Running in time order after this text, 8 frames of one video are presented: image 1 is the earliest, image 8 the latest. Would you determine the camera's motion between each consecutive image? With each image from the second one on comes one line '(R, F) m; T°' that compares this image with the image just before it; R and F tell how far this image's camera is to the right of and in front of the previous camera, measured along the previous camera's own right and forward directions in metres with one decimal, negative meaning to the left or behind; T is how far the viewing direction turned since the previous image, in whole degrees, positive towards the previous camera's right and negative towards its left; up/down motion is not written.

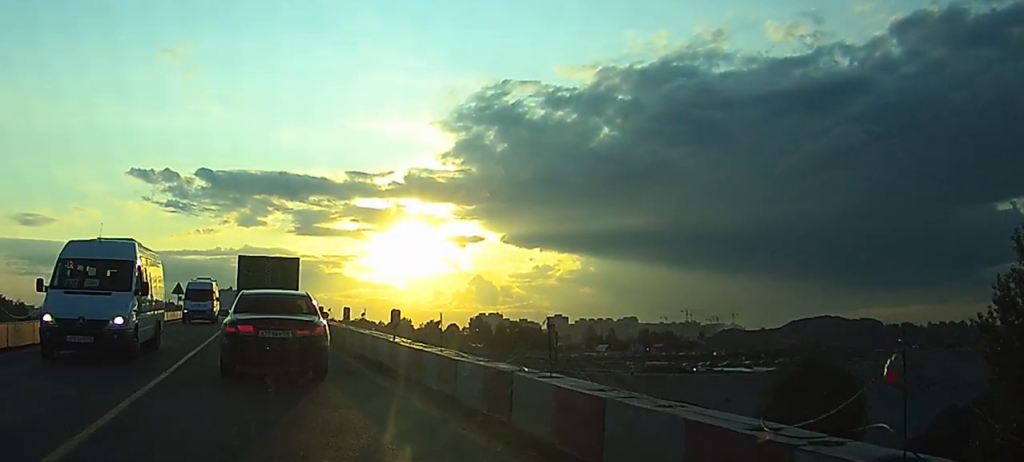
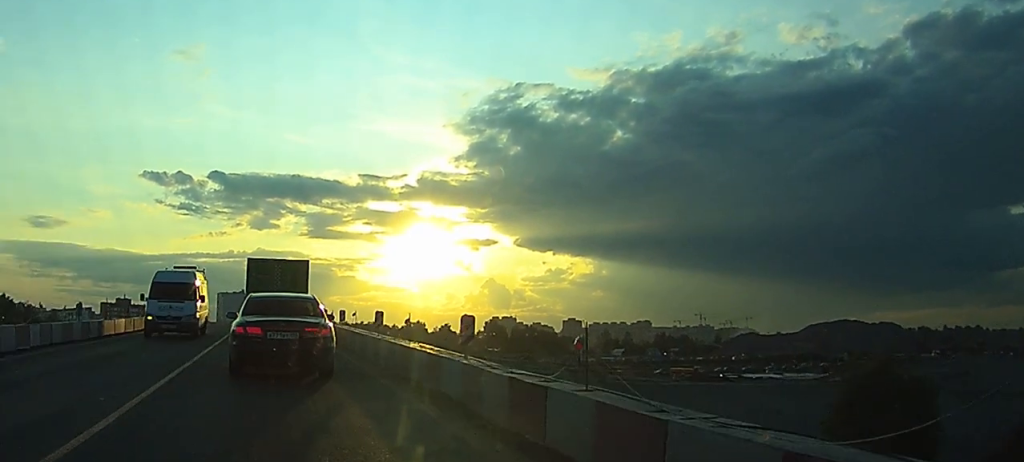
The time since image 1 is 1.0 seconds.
(-0.2, +7.1) m; -1°
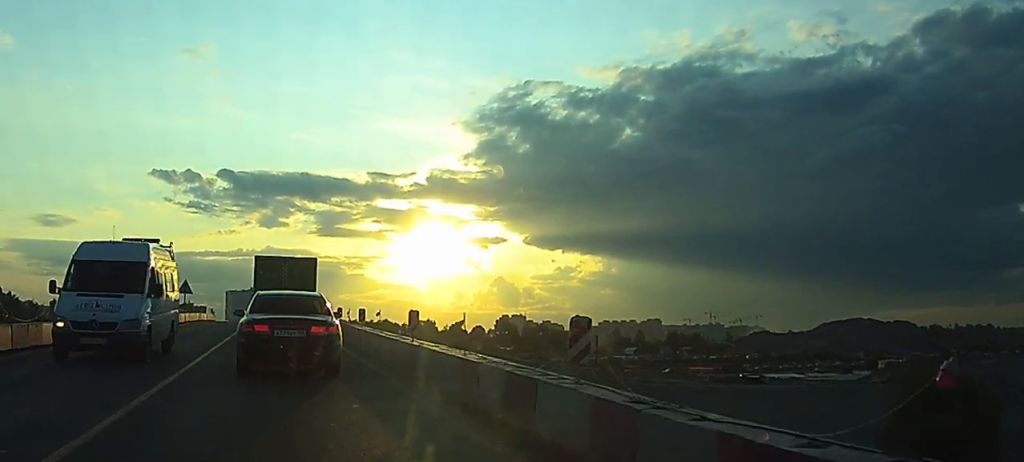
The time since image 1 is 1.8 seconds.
(0.0, +5.0) m; +2°
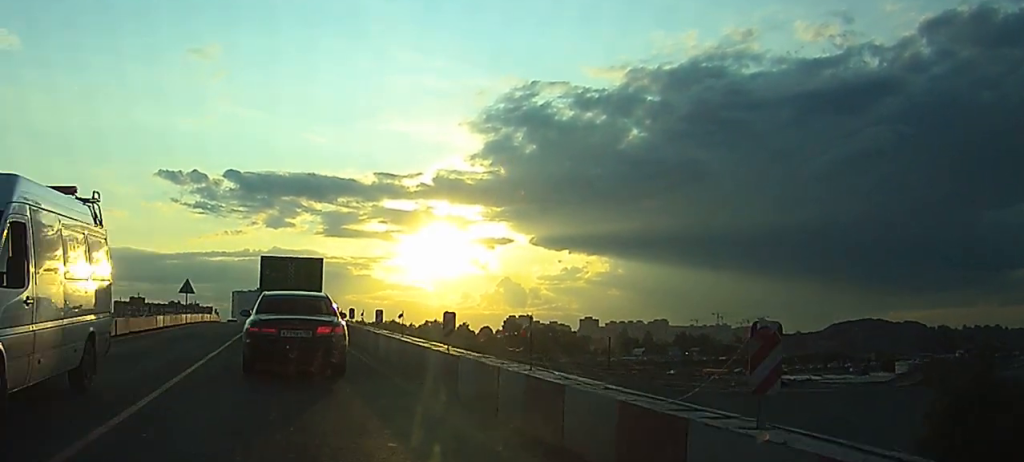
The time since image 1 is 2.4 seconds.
(0.0, +3.6) m; +1°
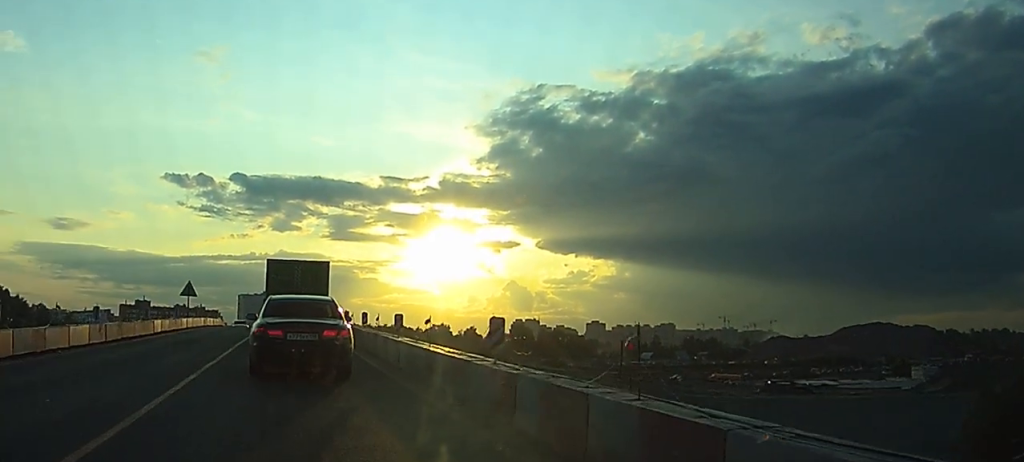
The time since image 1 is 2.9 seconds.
(+0.2, +3.3) m; 0°
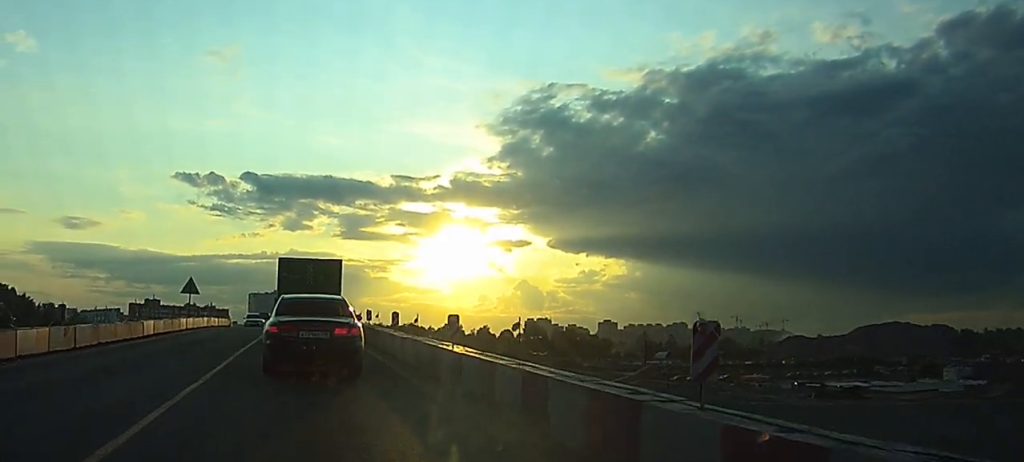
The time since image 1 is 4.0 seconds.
(-0.2, +6.3) m; -1°
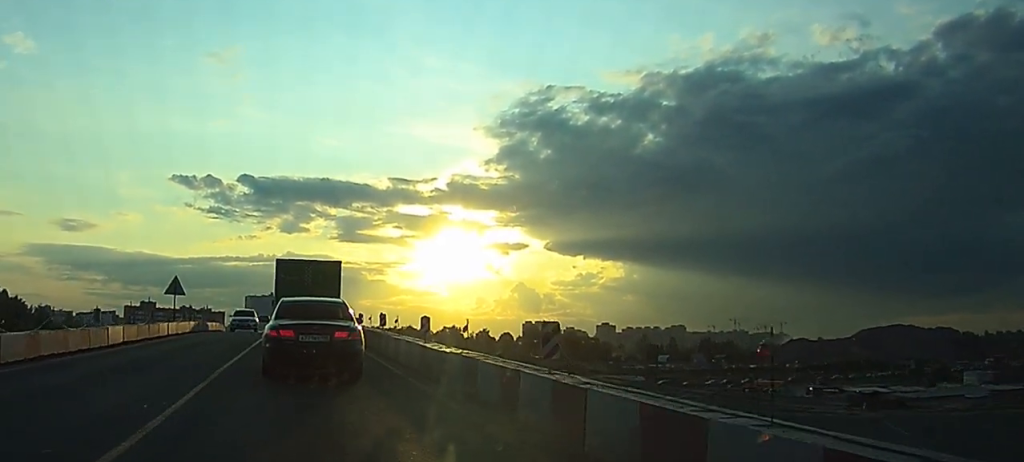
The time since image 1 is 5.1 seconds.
(+0.2, +6.4) m; +3°
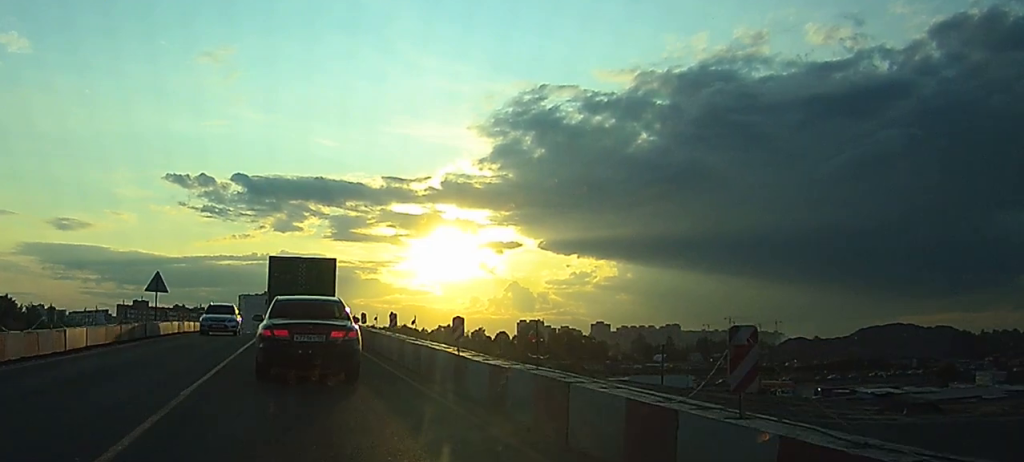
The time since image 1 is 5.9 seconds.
(+0.1, +4.6) m; -1°
